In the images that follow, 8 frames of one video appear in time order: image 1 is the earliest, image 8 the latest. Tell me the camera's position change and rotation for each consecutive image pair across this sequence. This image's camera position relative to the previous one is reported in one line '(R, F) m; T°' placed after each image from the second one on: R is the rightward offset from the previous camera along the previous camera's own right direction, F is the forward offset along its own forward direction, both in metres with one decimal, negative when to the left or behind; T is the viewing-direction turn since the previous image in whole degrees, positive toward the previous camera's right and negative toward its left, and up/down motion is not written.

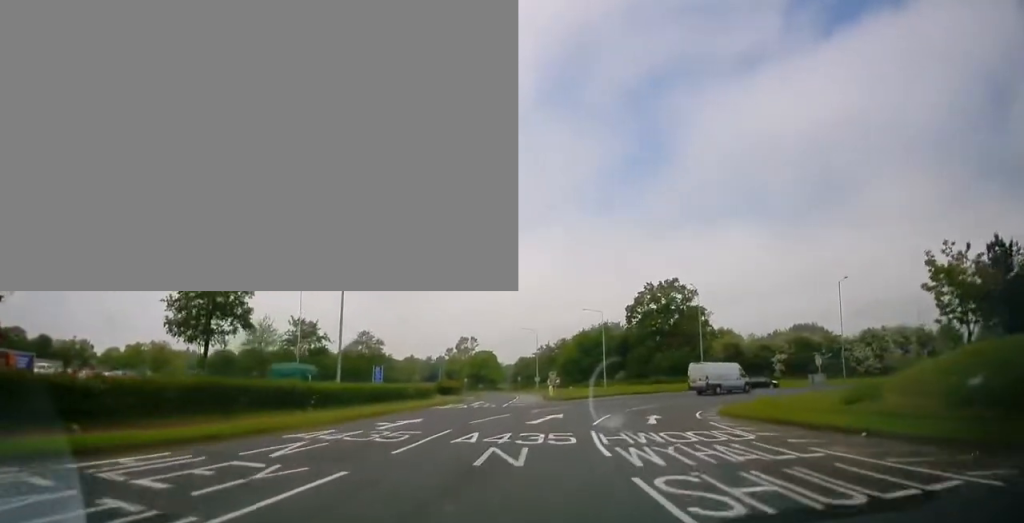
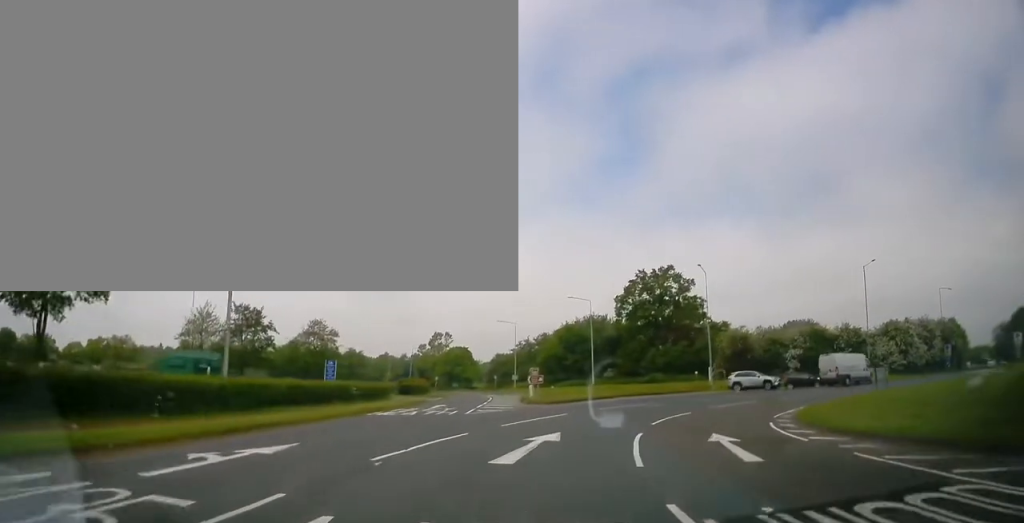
(+0.2, +10.8) m; +4°
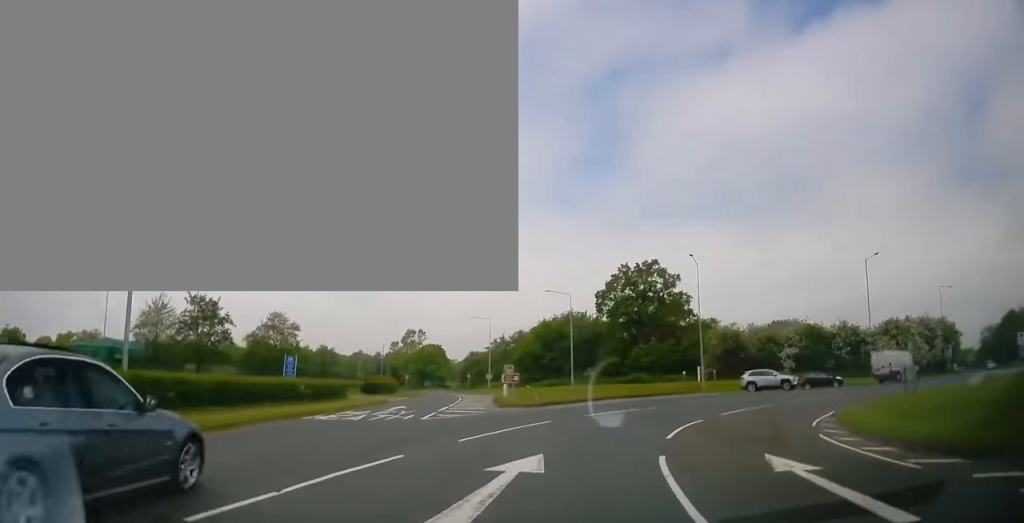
(+0.1, +5.0) m; +3°
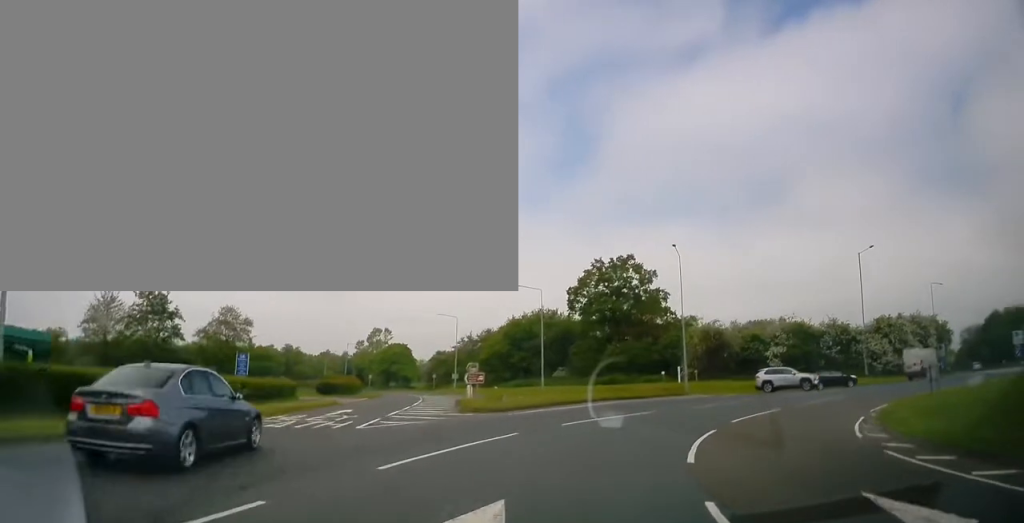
(+0.1, +4.3) m; +2°
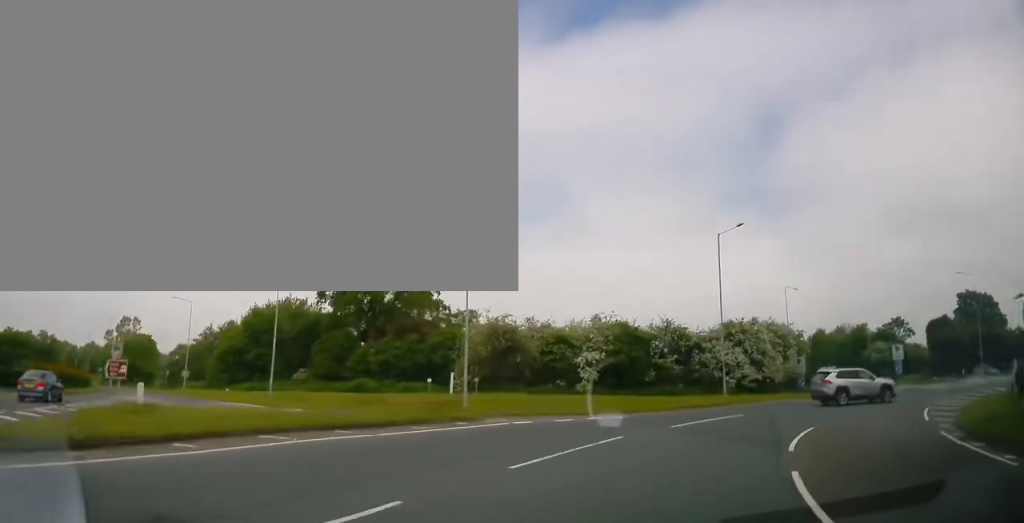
(+1.1, +15.5) m; +19°
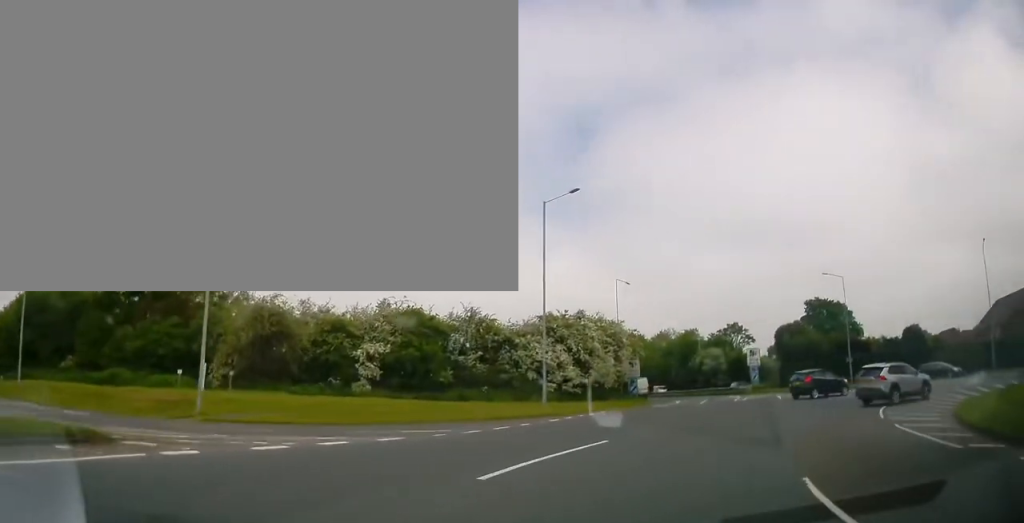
(+2.2, +9.1) m; +22°
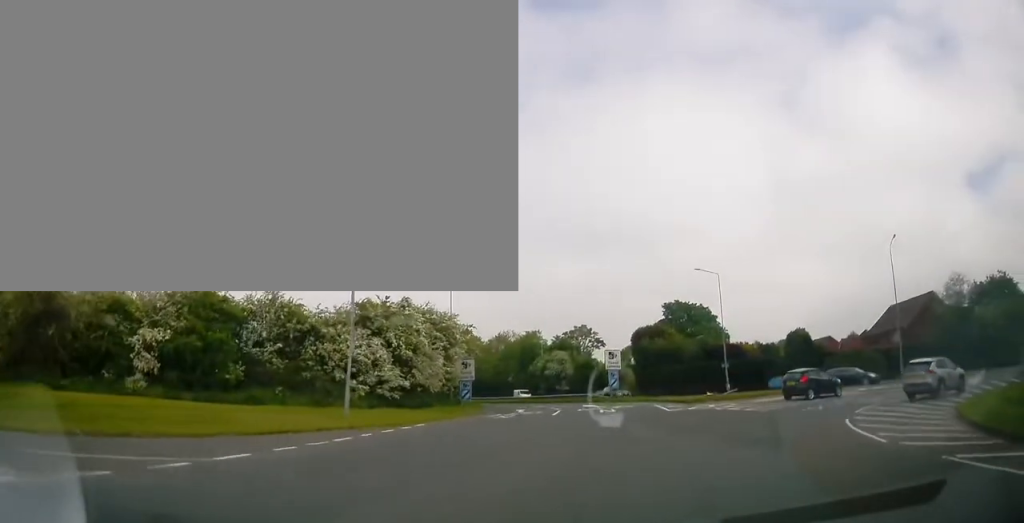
(+1.0, +8.1) m; +14°
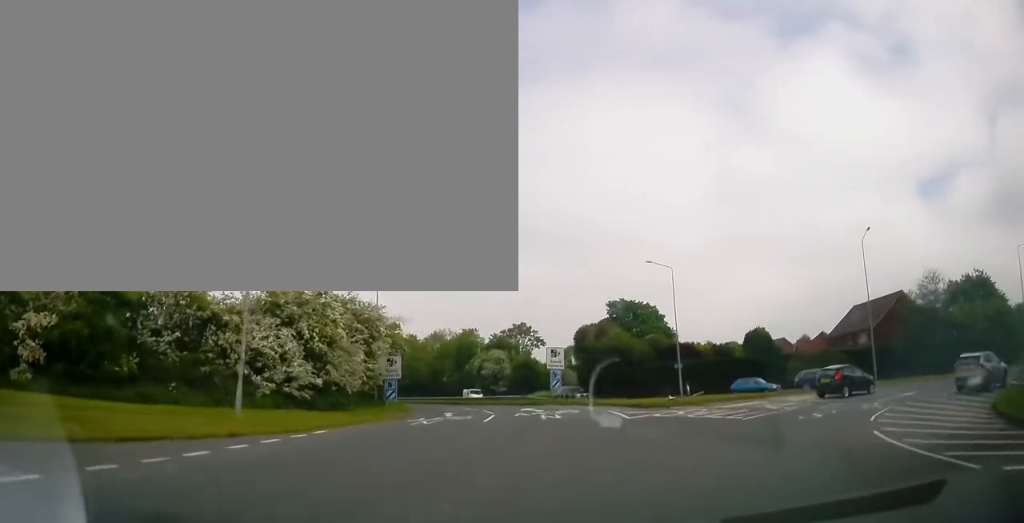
(+0.6, +4.6) m; +5°
